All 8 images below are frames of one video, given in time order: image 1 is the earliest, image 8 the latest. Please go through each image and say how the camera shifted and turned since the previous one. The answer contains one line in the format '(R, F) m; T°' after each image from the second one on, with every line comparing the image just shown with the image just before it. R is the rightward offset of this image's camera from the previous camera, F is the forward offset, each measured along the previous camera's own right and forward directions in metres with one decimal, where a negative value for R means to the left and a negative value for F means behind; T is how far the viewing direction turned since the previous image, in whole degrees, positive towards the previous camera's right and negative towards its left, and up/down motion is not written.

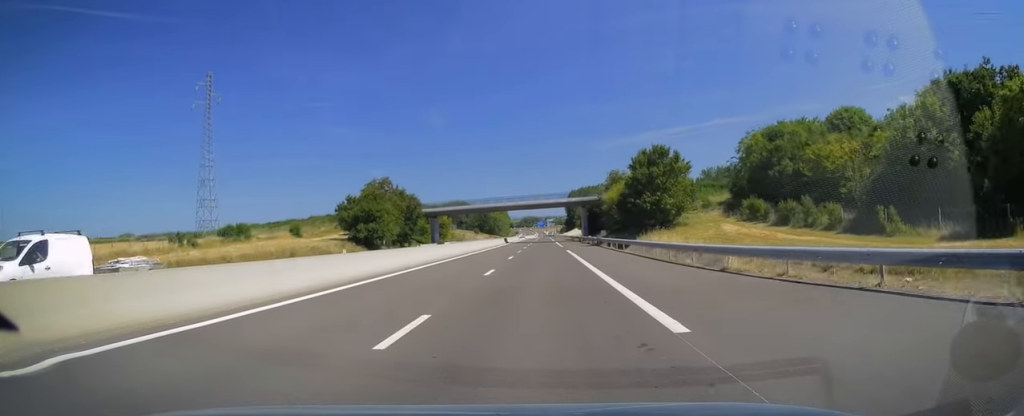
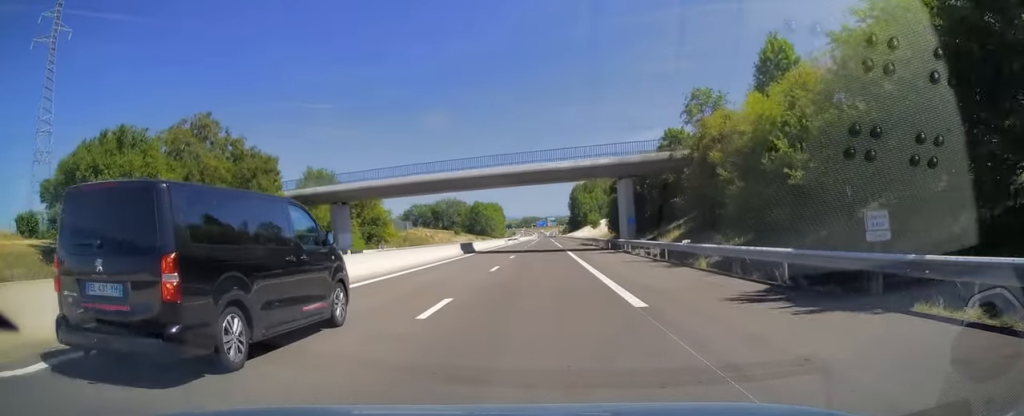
(+0.5, +49.2) m; 0°
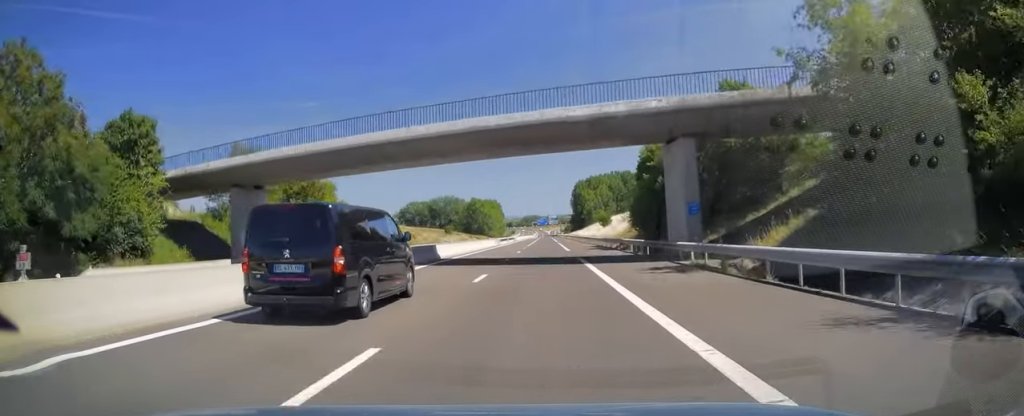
(0.0, +18.7) m; 0°
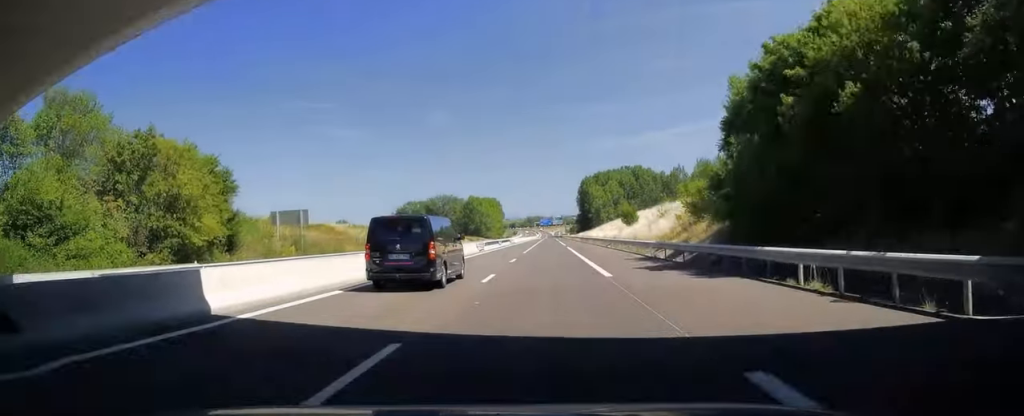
(-0.3, +25.5) m; -1°
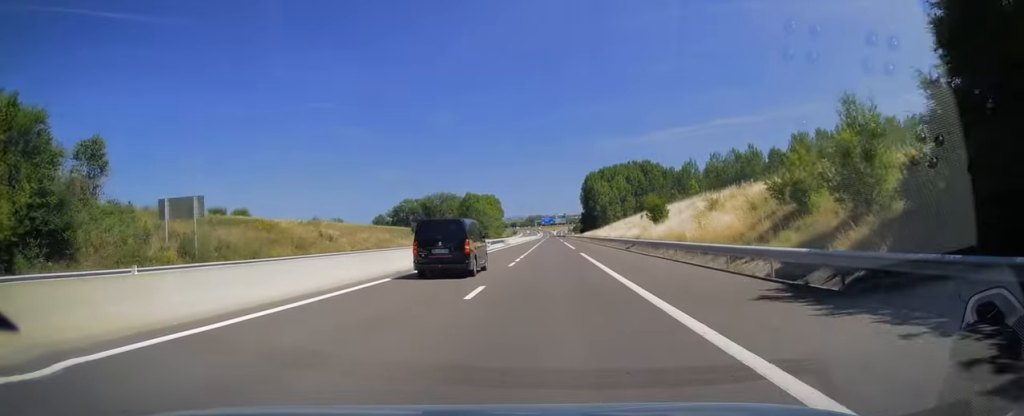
(0.0, +17.6) m; 0°
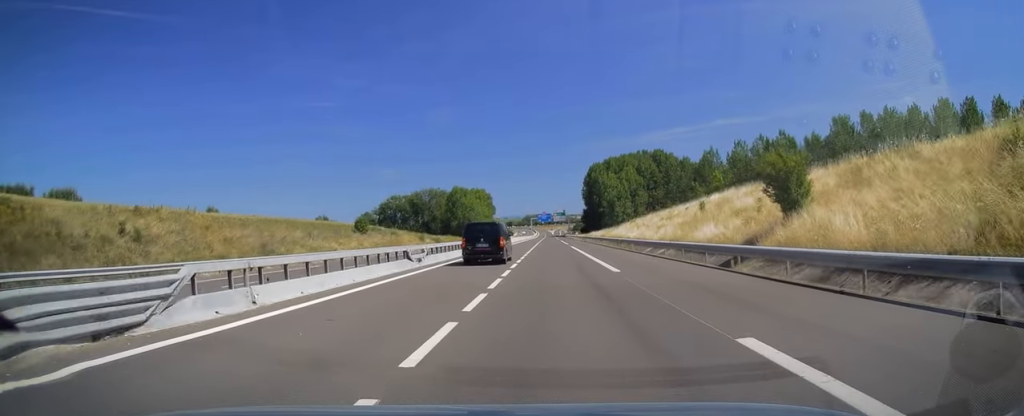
(+0.2, +32.3) m; +1°
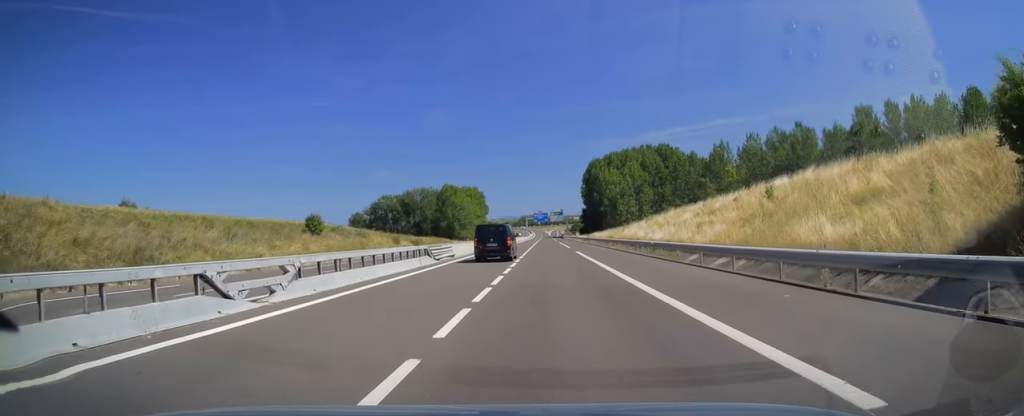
(0.0, +15.7) m; 0°
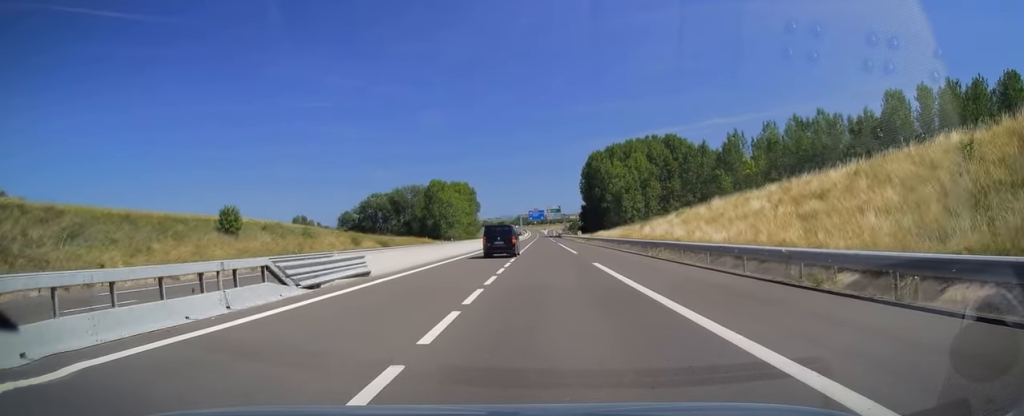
(0.0, +17.8) m; 0°
